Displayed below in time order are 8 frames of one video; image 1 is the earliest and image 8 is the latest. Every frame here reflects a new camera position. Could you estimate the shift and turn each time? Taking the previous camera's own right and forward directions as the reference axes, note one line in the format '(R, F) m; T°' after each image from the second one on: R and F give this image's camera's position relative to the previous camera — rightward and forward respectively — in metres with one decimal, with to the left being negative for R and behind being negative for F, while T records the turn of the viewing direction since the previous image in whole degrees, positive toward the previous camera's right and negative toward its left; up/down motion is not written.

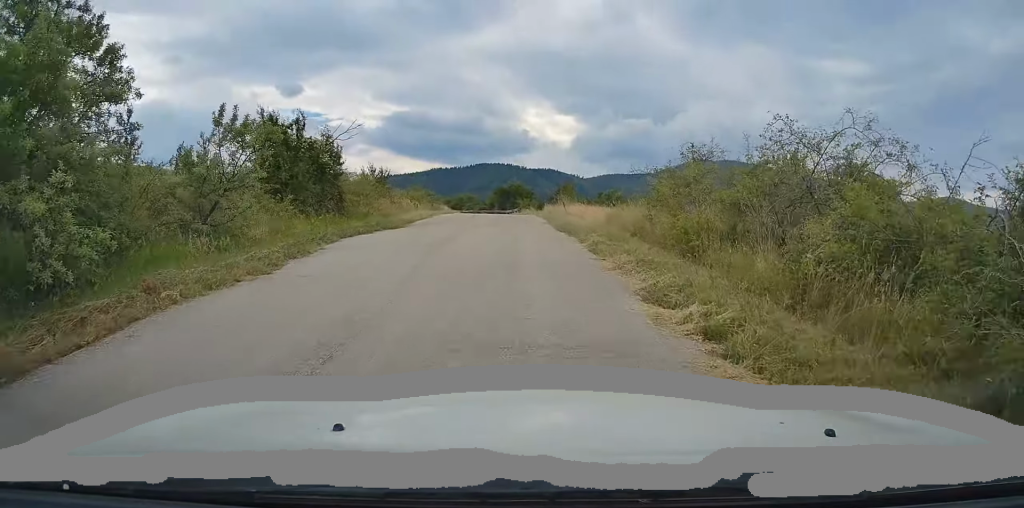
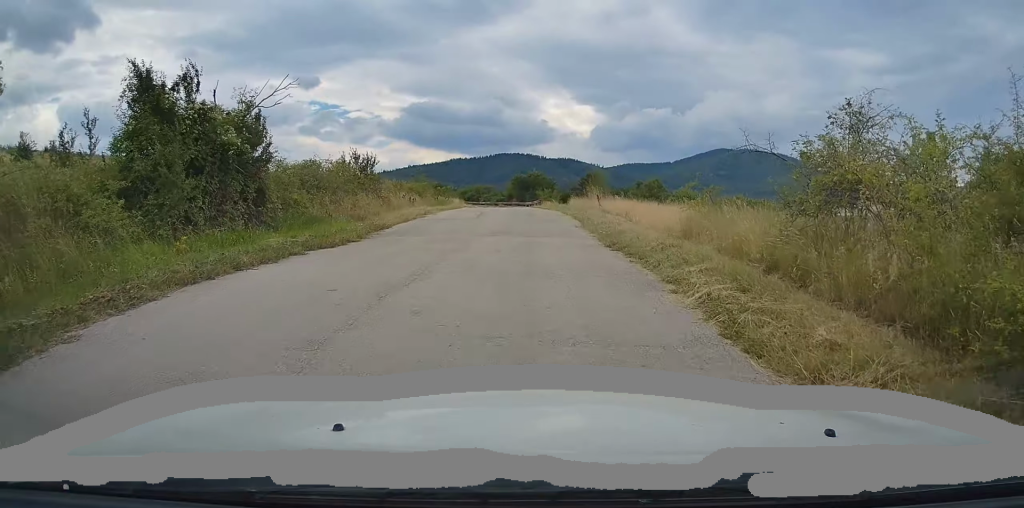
(-0.4, +8.0) m; -2°
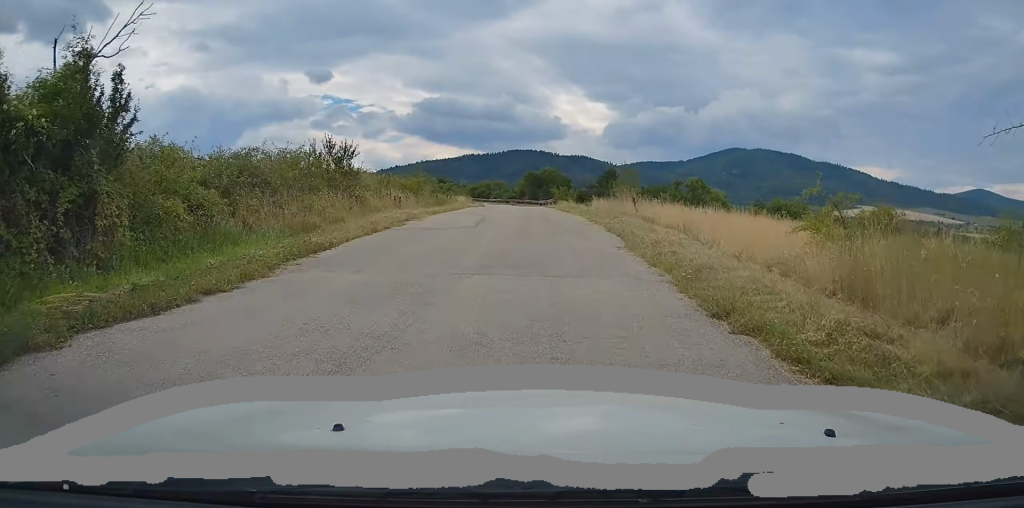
(+0.1, +6.5) m; +2°
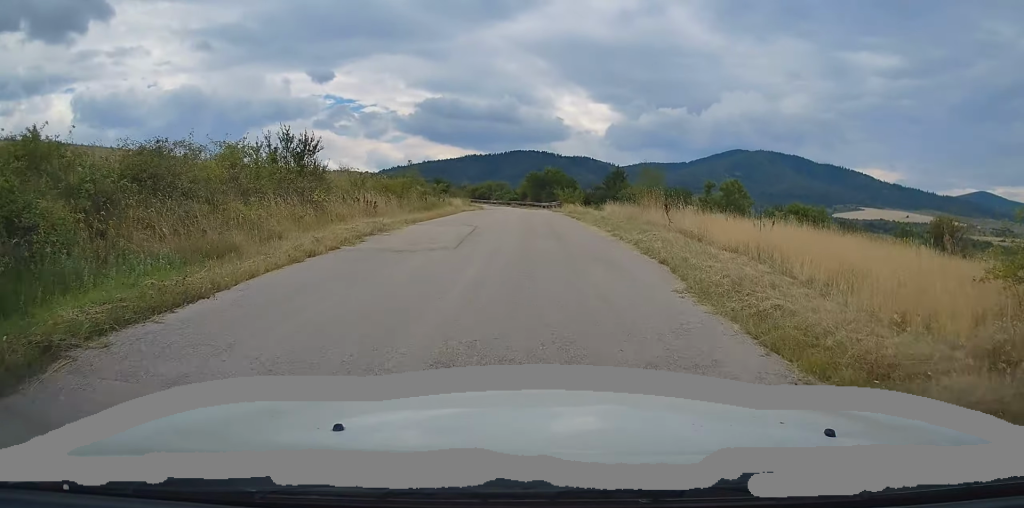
(+0.1, +5.0) m; 0°
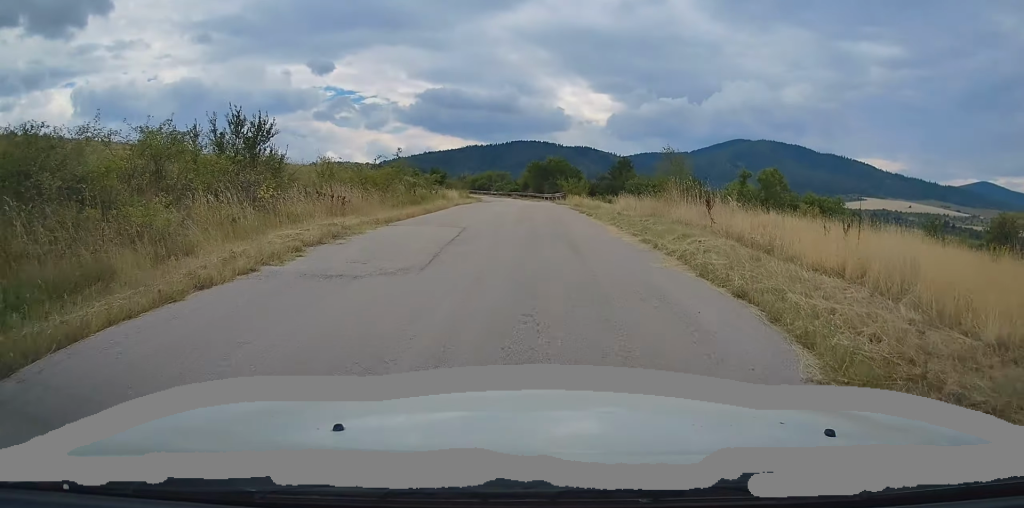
(+0.1, +3.9) m; 0°
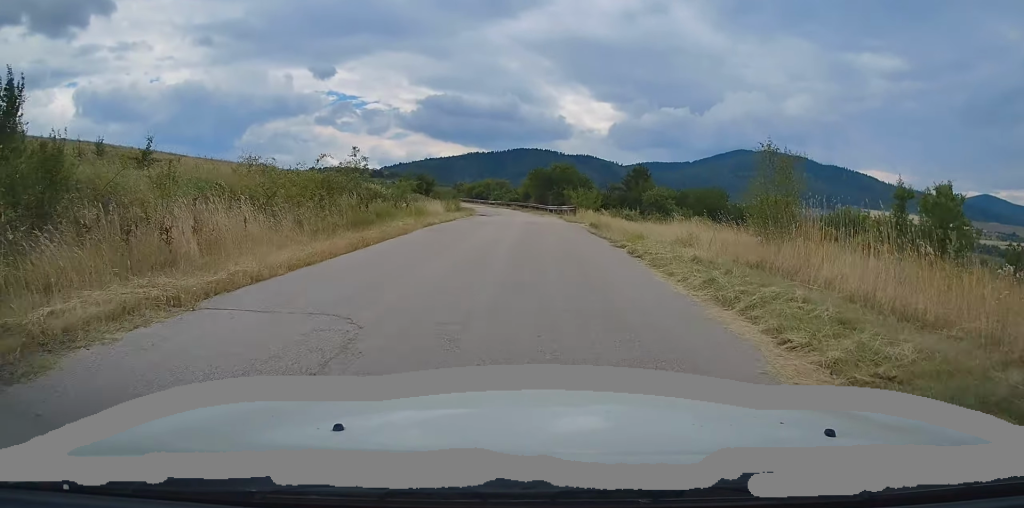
(-0.2, +9.4) m; 0°
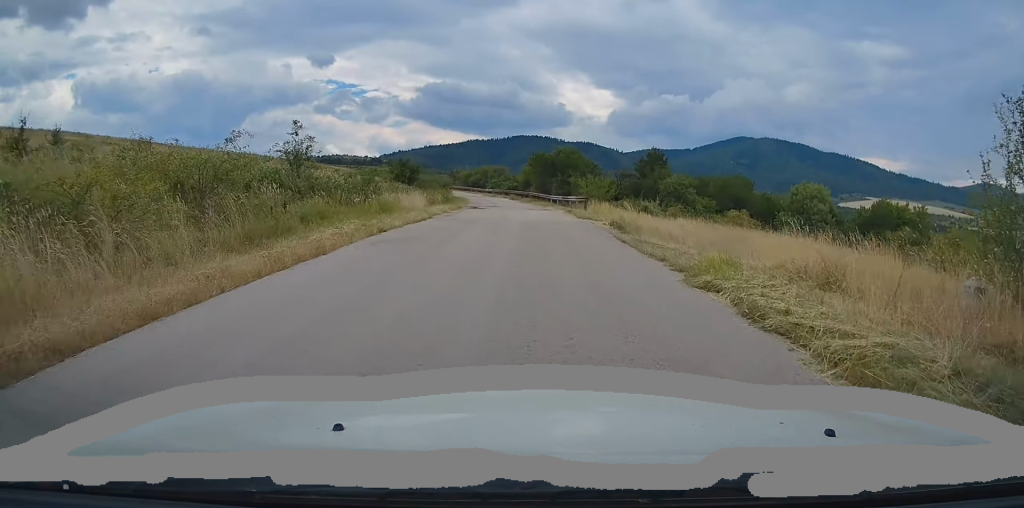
(+0.1, +7.3) m; 0°
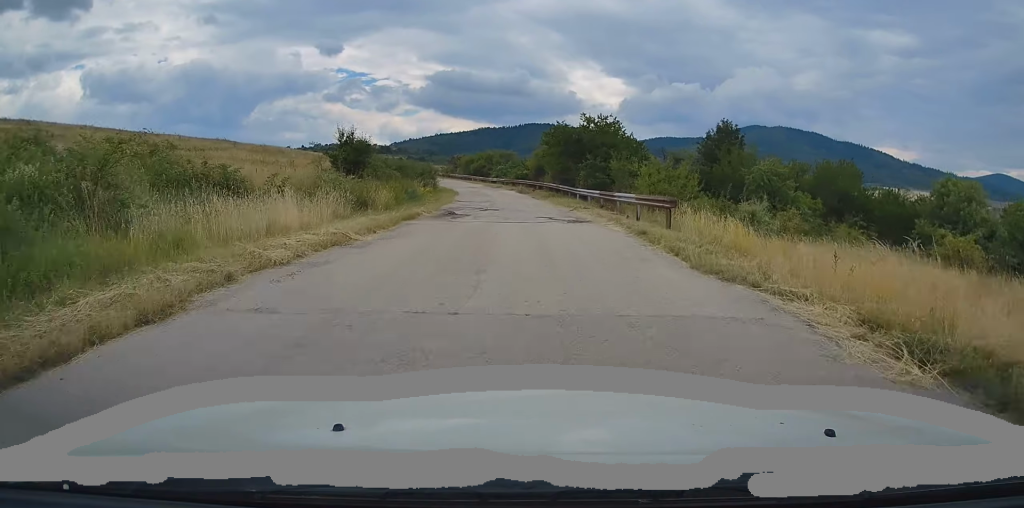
(-0.3, +17.0) m; -3°
